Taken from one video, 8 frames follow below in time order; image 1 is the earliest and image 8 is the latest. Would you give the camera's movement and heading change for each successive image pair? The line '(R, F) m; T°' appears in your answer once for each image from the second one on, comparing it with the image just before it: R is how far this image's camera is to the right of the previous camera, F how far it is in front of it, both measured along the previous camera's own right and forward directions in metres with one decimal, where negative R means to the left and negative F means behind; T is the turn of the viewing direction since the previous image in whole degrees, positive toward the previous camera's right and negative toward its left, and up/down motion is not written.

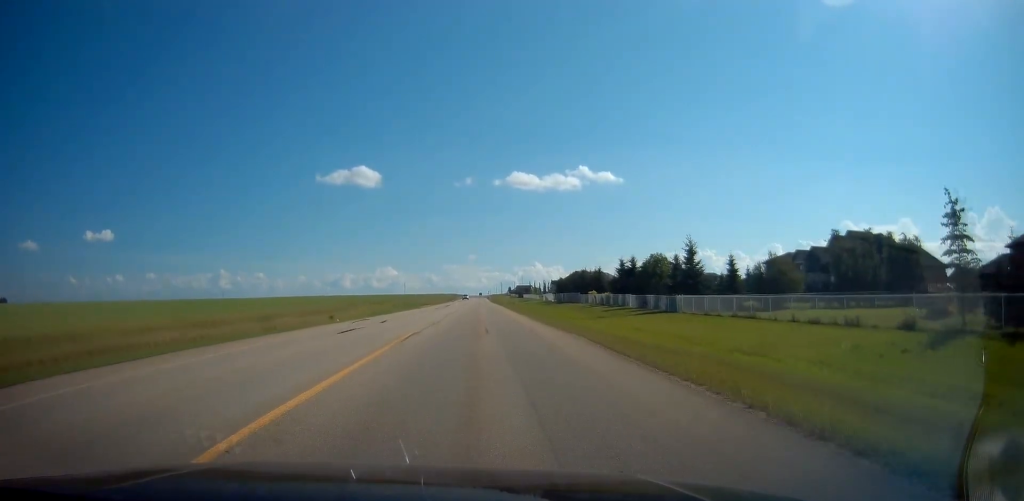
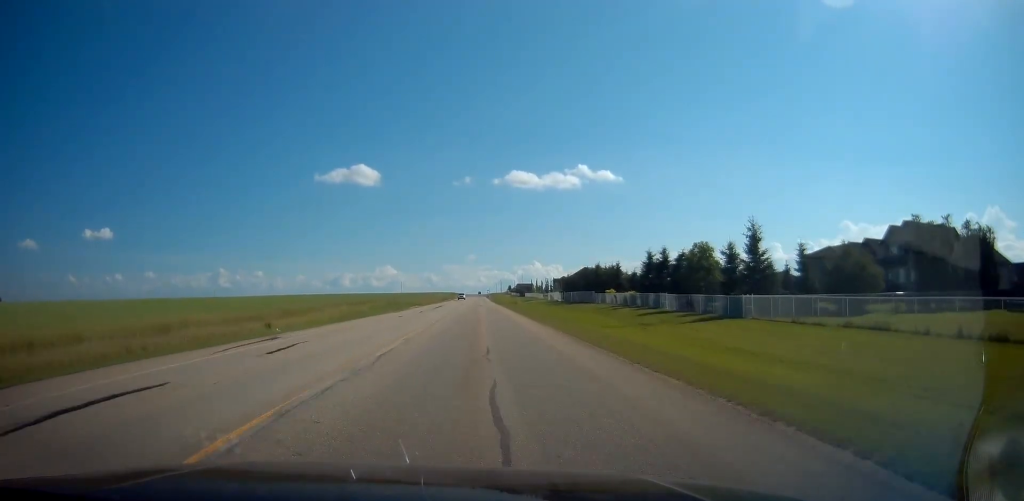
(0.0, +14.9) m; 0°
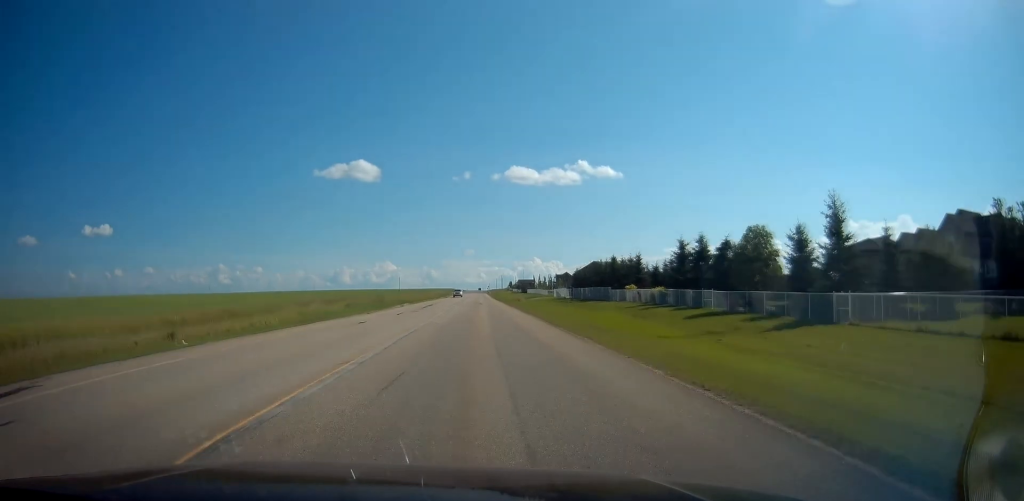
(0.0, +11.9) m; 0°
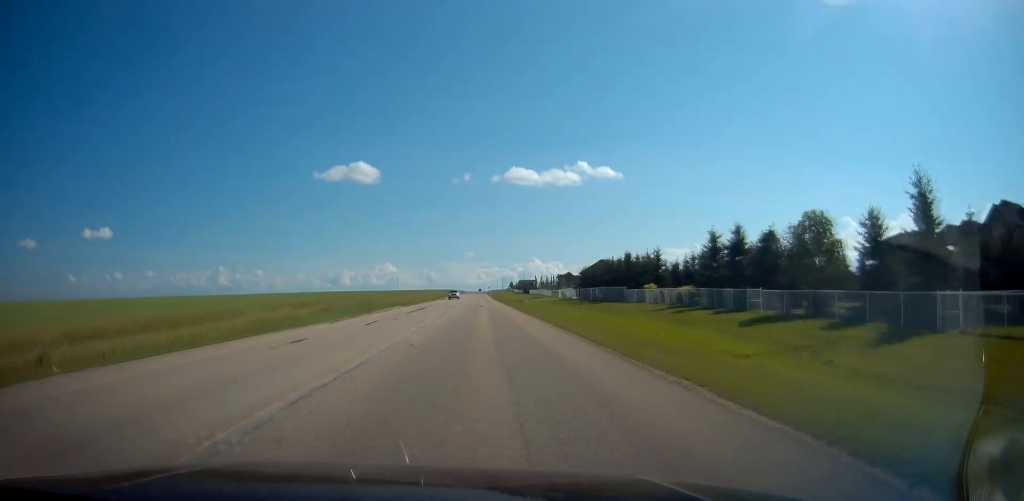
(0.0, +8.6) m; 0°
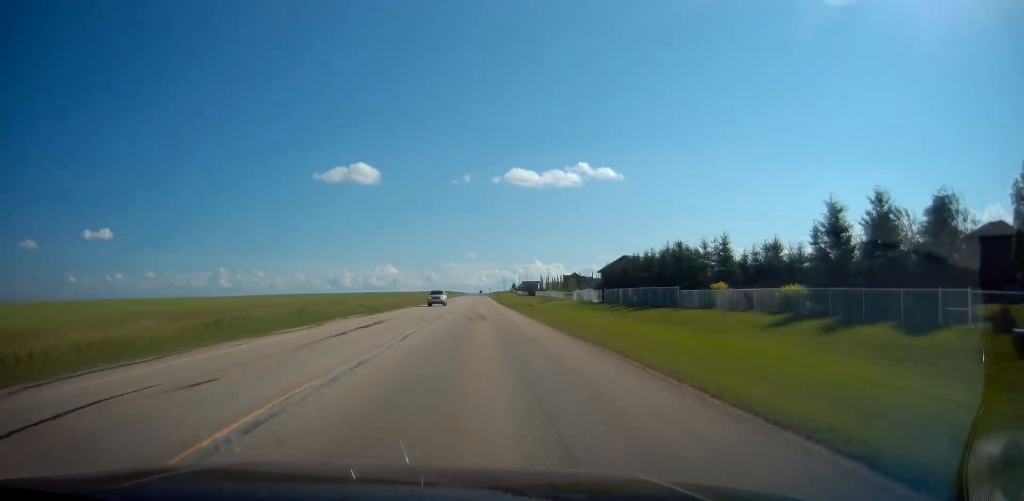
(0.0, +19.6) m; 0°
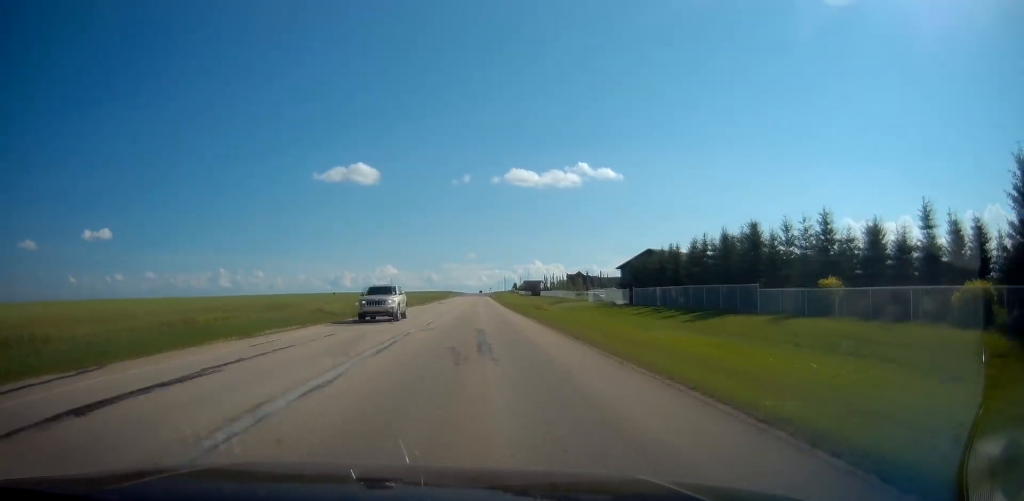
(0.0, +16.6) m; 0°
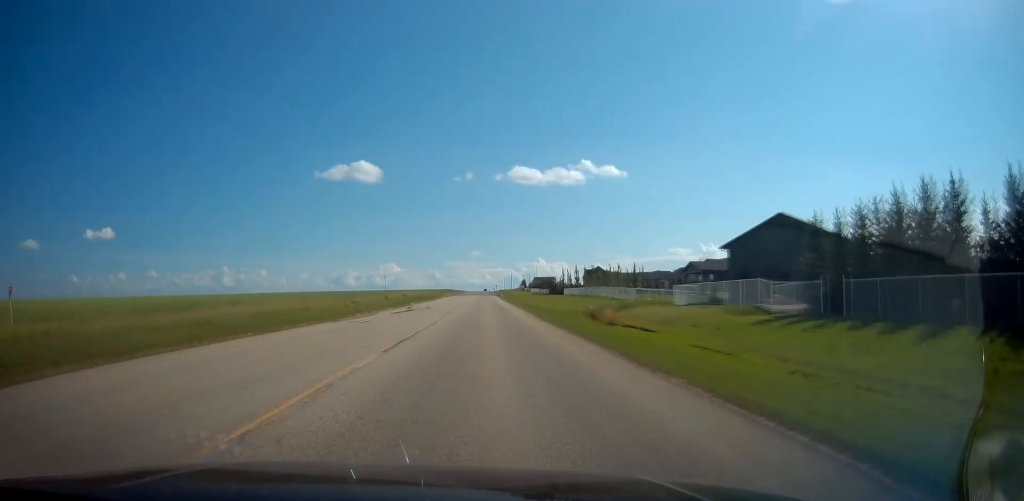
(0.0, +42.1) m; 0°
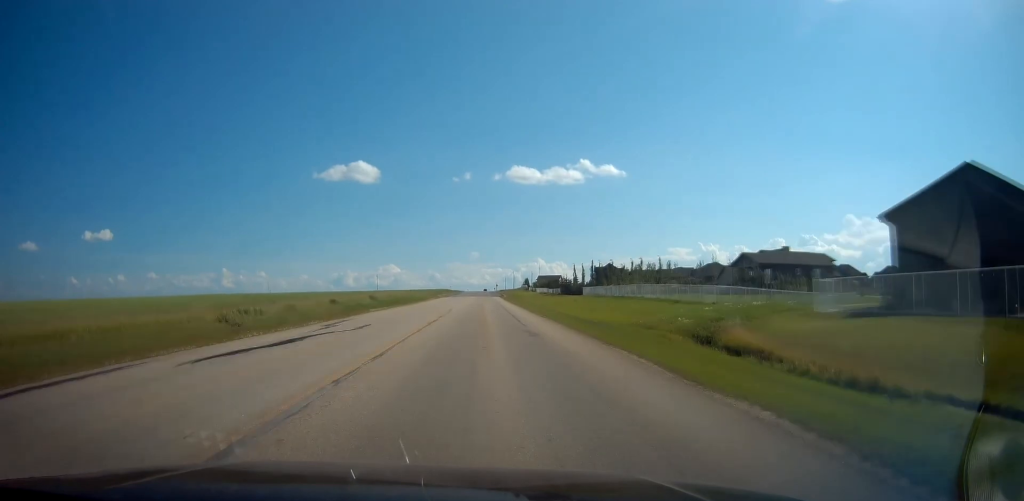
(0.0, +25.4) m; 0°
